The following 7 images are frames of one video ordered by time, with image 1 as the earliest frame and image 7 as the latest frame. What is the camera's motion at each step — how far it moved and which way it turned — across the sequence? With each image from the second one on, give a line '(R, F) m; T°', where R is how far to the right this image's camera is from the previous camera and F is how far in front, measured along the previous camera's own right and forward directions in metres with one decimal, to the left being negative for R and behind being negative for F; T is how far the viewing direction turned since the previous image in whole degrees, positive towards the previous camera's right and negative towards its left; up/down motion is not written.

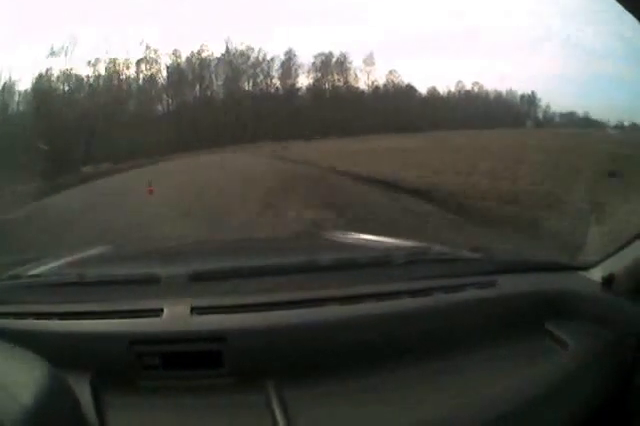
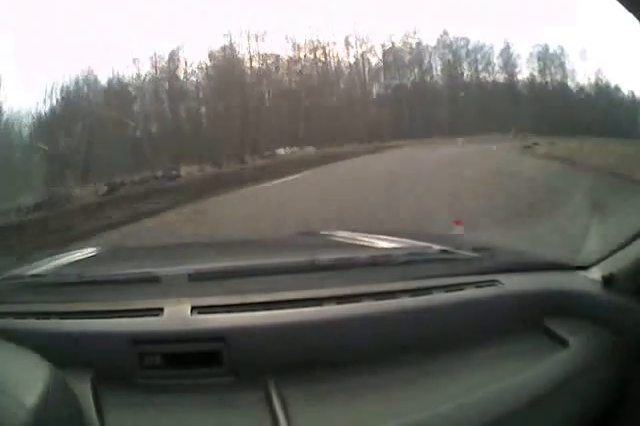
(-0.3, +8.7) m; -1°
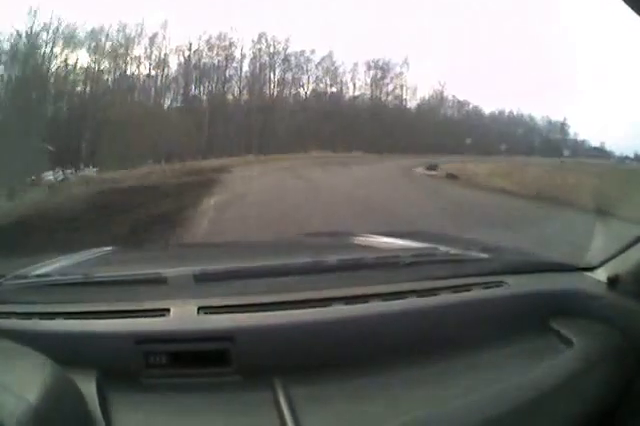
(0.0, +11.8) m; +10°
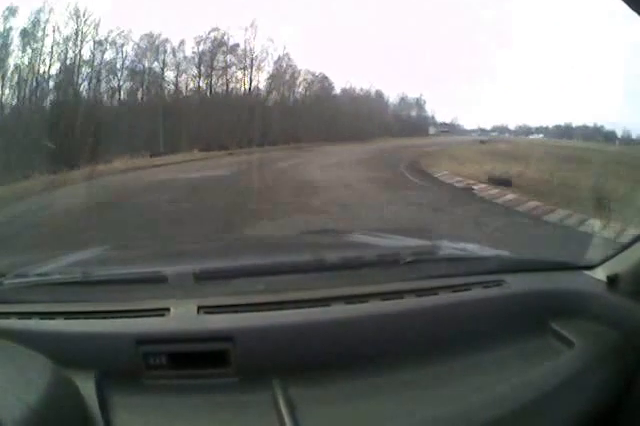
(+4.7, +18.6) m; +26°
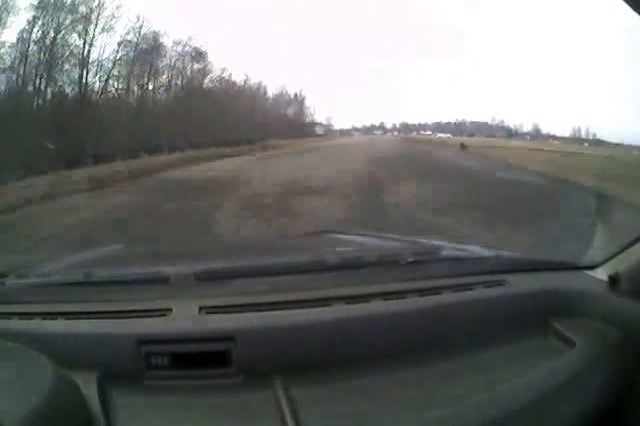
(+1.9, +16.8) m; +20°
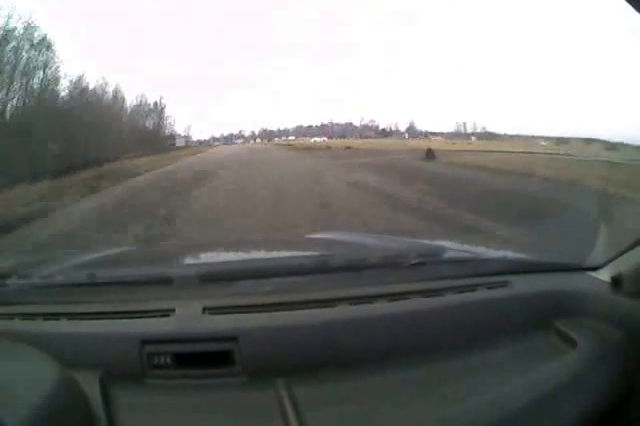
(+3.2, +15.9) m; +30°
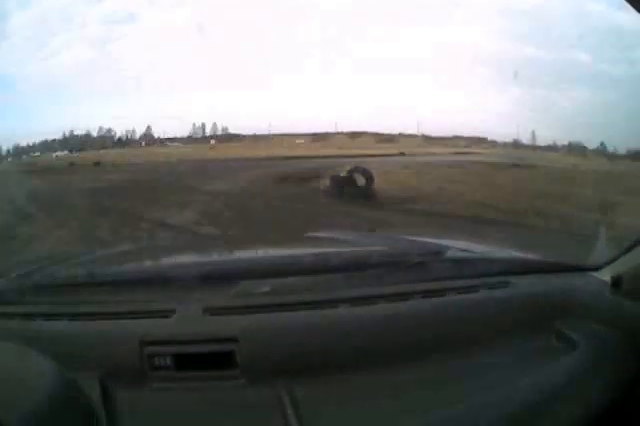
(+3.4, +9.8) m; +26°
